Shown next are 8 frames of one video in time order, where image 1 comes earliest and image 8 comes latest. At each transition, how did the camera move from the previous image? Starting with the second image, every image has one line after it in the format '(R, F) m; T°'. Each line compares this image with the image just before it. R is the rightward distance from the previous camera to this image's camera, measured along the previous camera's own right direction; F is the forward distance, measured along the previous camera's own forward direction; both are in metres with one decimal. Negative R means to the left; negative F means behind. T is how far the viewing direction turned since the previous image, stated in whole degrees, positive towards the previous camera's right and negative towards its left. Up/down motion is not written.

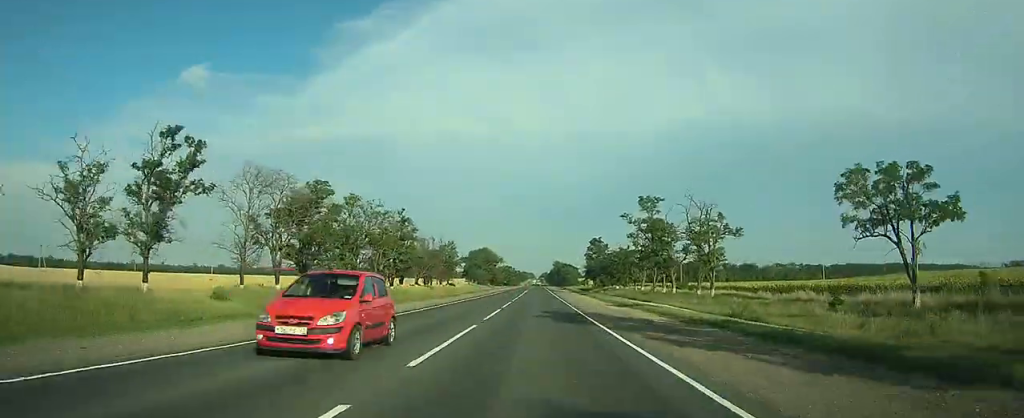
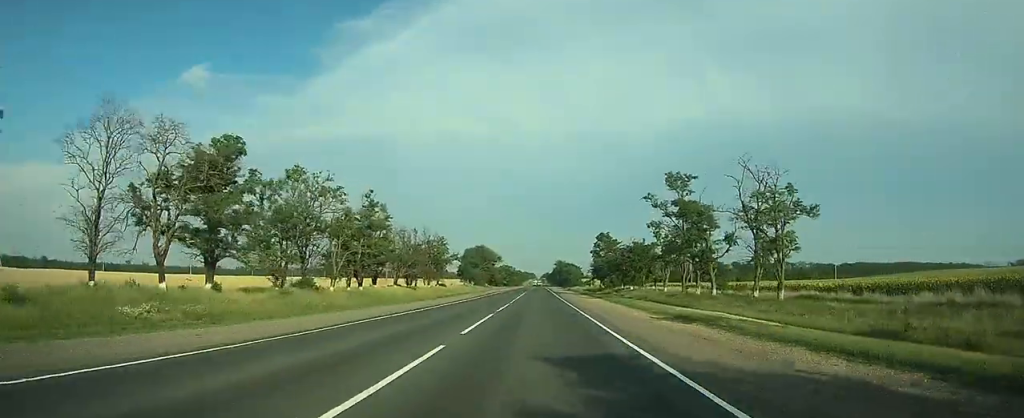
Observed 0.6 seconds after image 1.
(0.0, +17.9) m; 0°
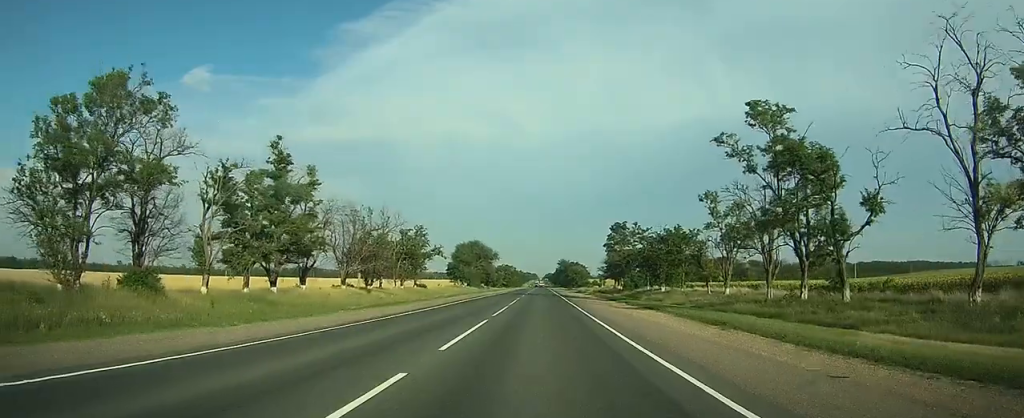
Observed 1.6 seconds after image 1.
(0.0, +27.3) m; 0°
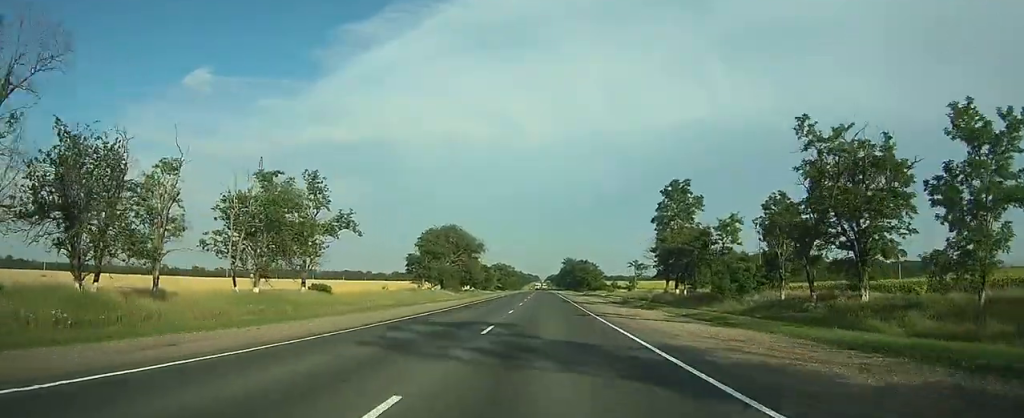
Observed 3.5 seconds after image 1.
(+0.3, +54.7) m; 0°
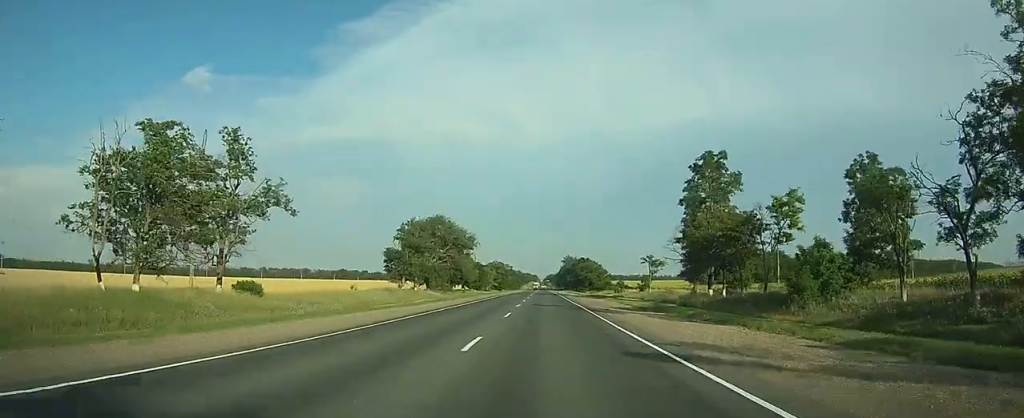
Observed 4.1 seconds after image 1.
(0.0, +16.1) m; 0°
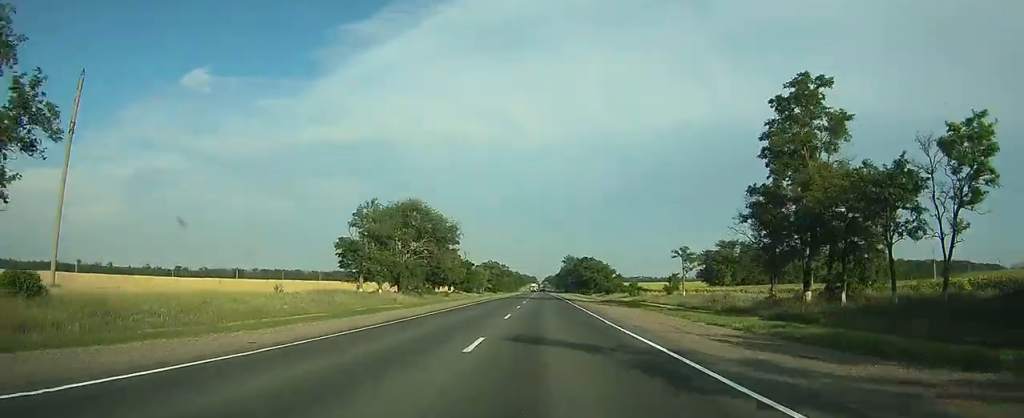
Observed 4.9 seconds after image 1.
(0.0, +23.6) m; 0°
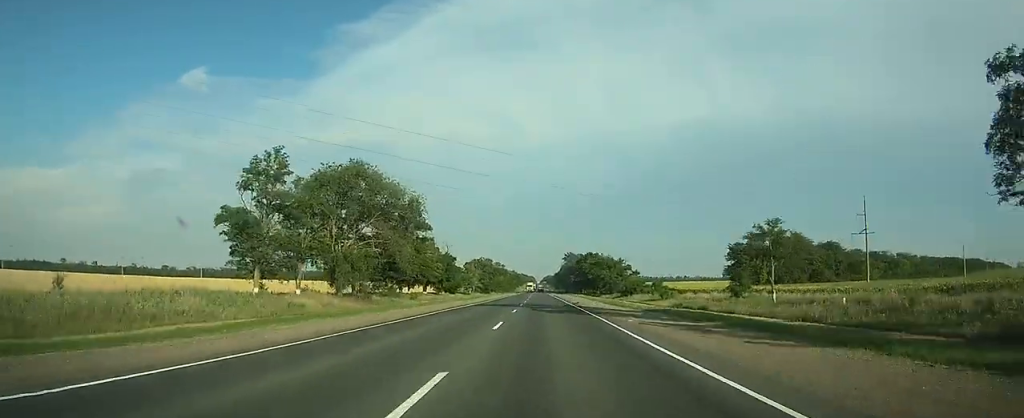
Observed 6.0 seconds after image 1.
(-0.1, +29.3) m; 0°
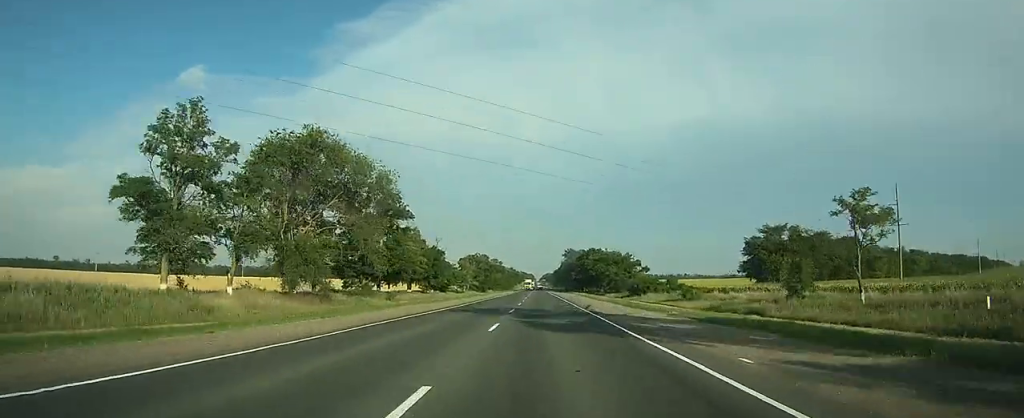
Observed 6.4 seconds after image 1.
(0.0, +13.3) m; 0°
